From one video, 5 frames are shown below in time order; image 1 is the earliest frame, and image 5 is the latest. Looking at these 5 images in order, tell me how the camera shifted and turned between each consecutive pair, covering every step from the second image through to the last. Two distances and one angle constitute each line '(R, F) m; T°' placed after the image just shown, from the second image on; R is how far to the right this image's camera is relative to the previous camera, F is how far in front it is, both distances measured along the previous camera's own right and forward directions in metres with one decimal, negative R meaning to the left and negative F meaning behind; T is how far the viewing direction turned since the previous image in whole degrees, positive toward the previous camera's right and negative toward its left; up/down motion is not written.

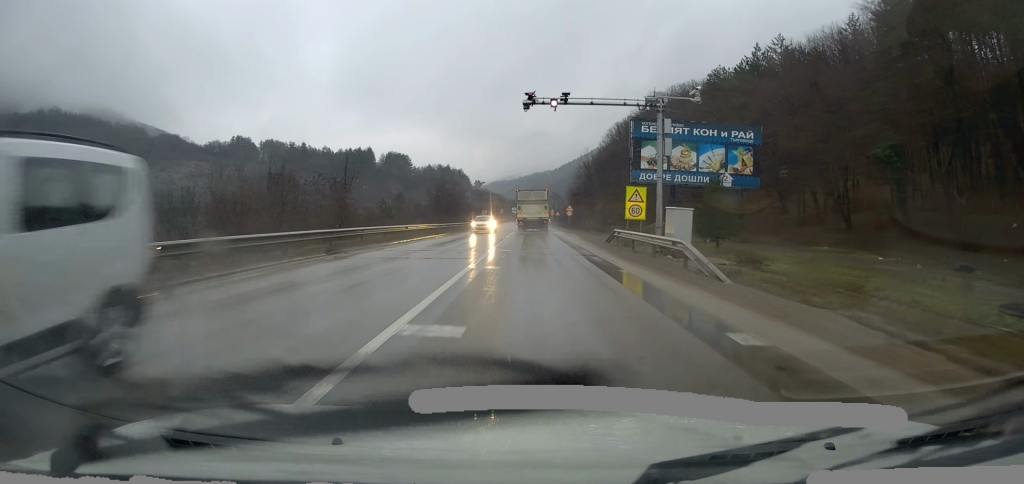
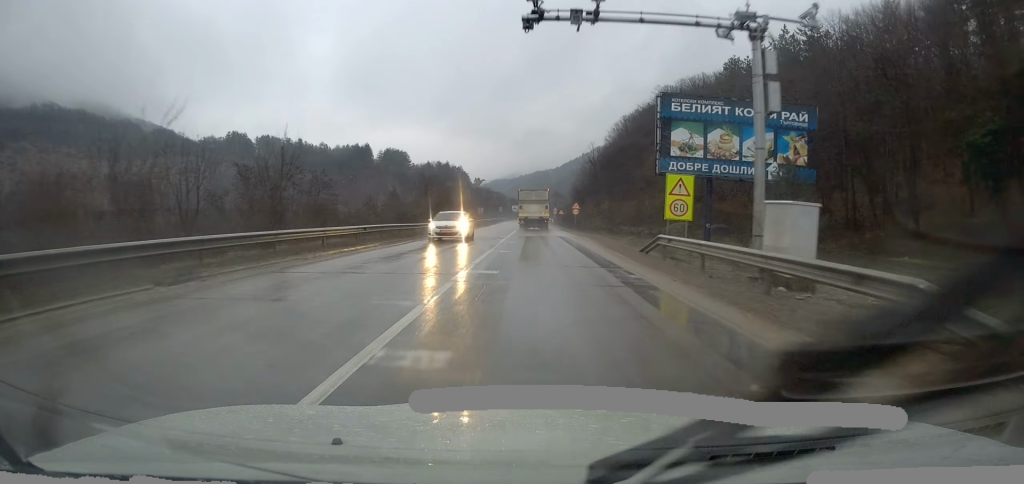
(0.0, +9.2) m; 0°
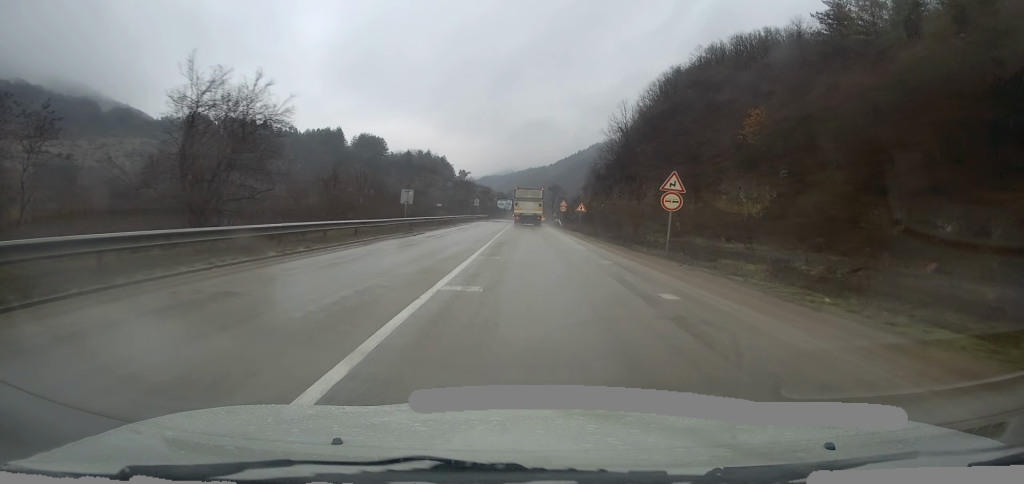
(+0.2, +47.2) m; +1°
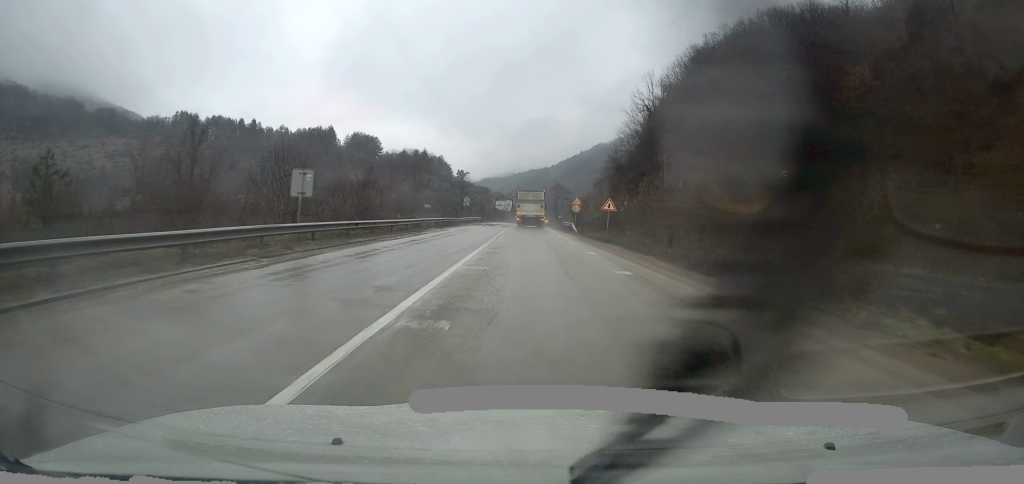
(+0.1, +16.9) m; 0°
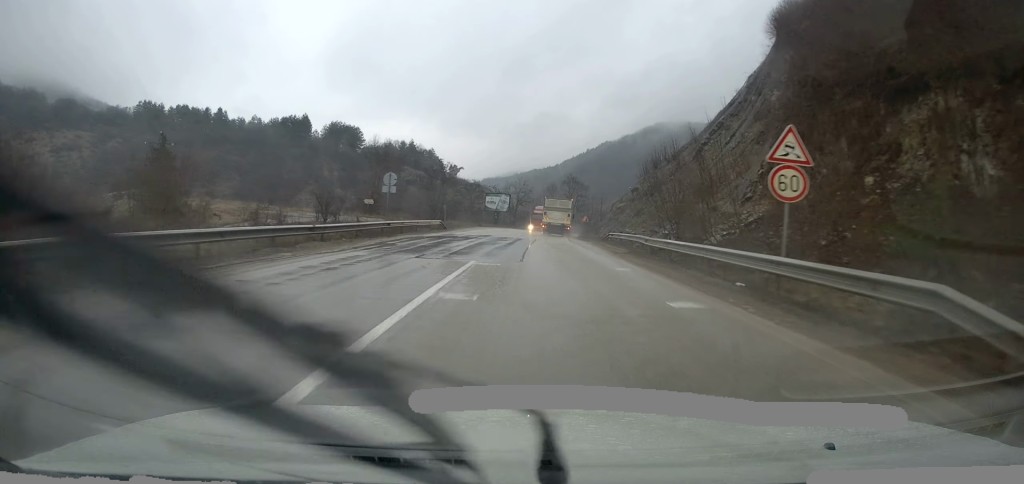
(0.0, +43.6) m; 0°
